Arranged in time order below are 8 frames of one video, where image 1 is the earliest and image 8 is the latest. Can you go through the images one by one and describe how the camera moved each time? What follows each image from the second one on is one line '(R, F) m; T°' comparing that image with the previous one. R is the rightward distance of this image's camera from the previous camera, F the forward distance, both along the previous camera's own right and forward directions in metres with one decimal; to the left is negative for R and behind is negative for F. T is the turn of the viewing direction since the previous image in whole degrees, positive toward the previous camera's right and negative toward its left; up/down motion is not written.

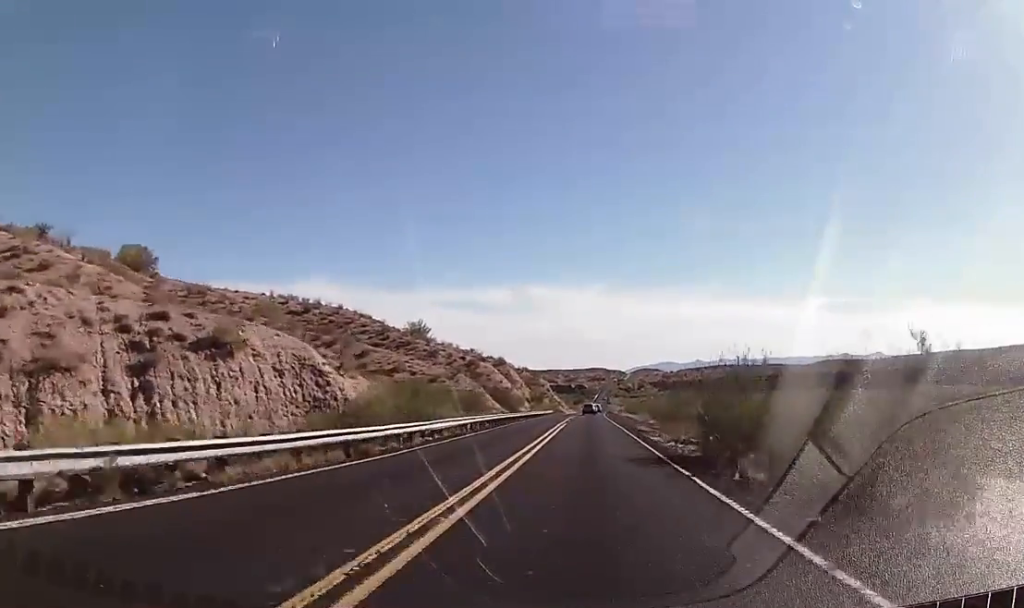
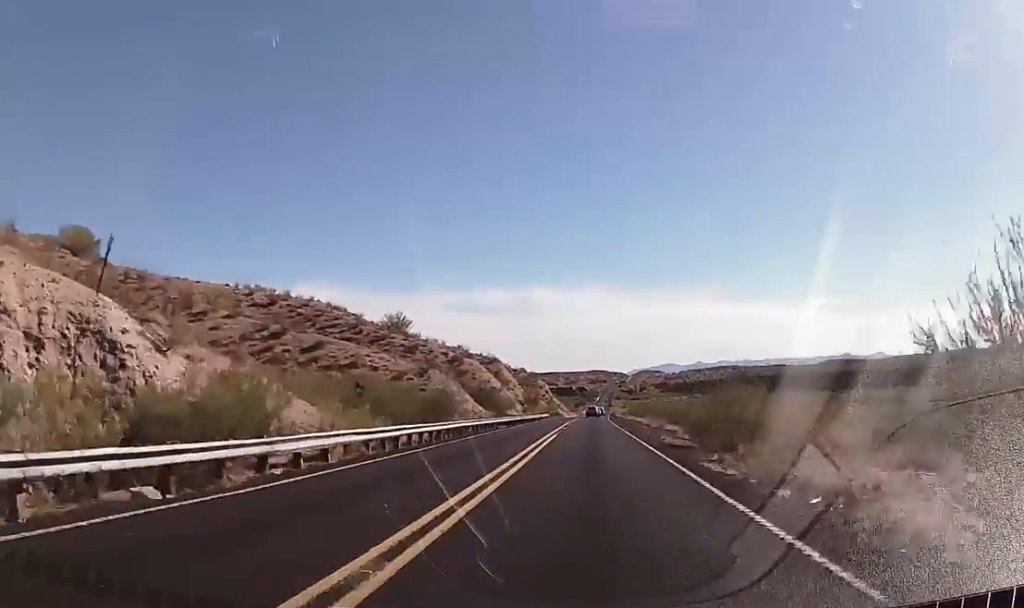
(-0.2, +15.8) m; 0°
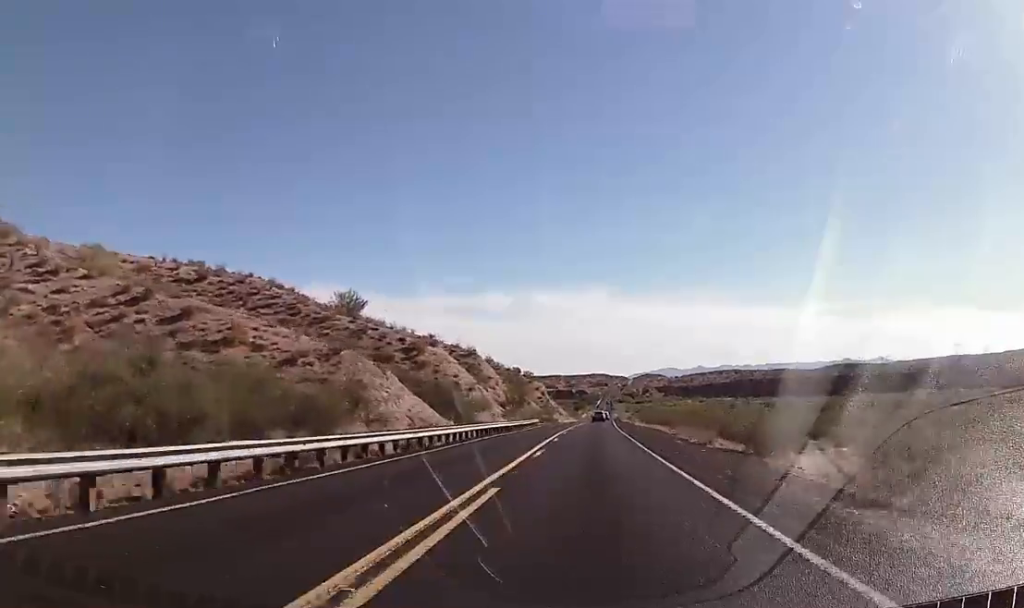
(+0.3, +25.2) m; +1°
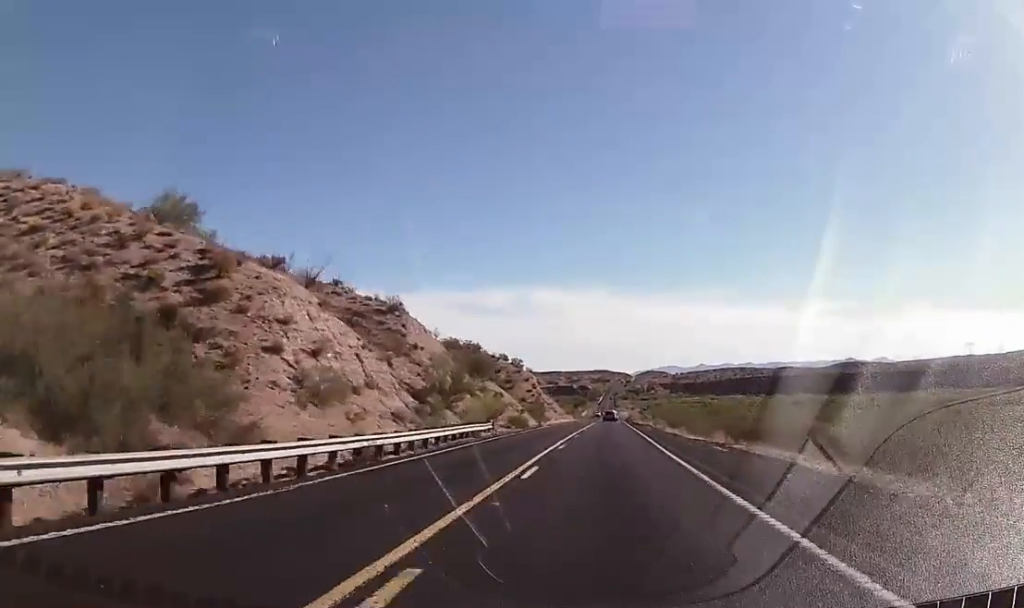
(-0.1, +43.9) m; 0°
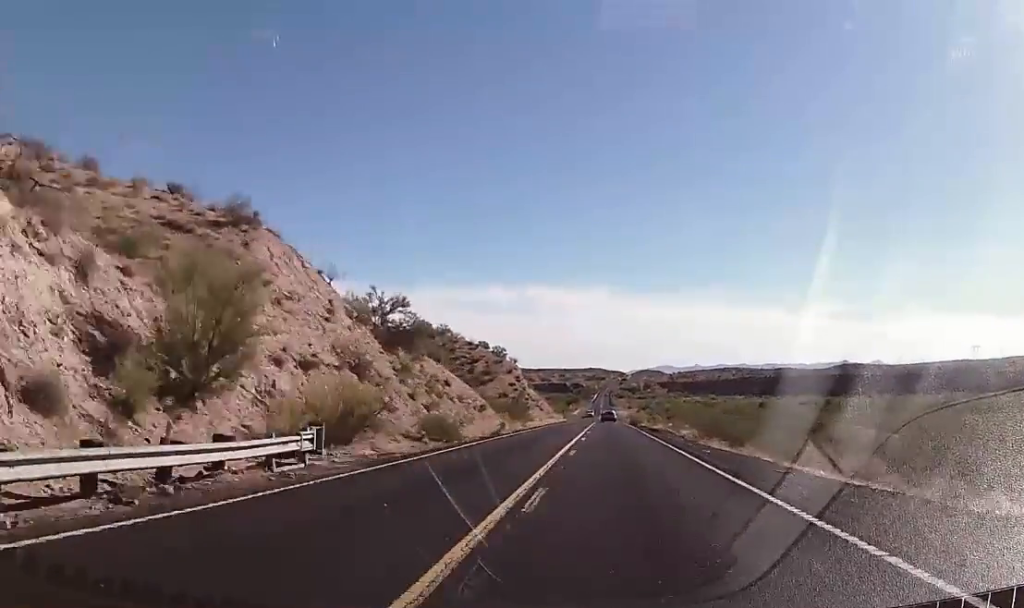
(-0.2, +29.3) m; +1°
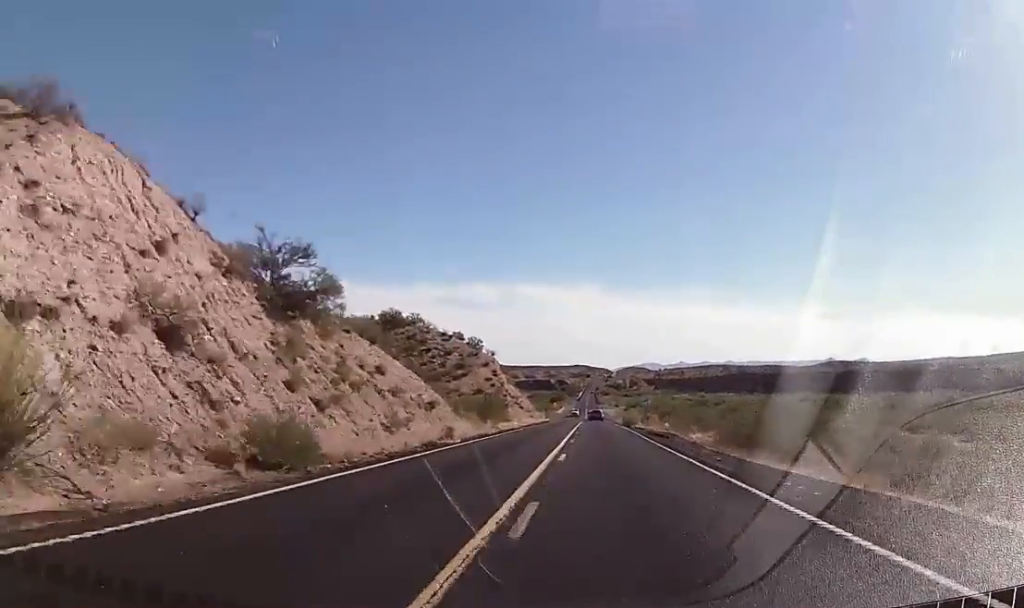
(+0.4, +14.6) m; 0°
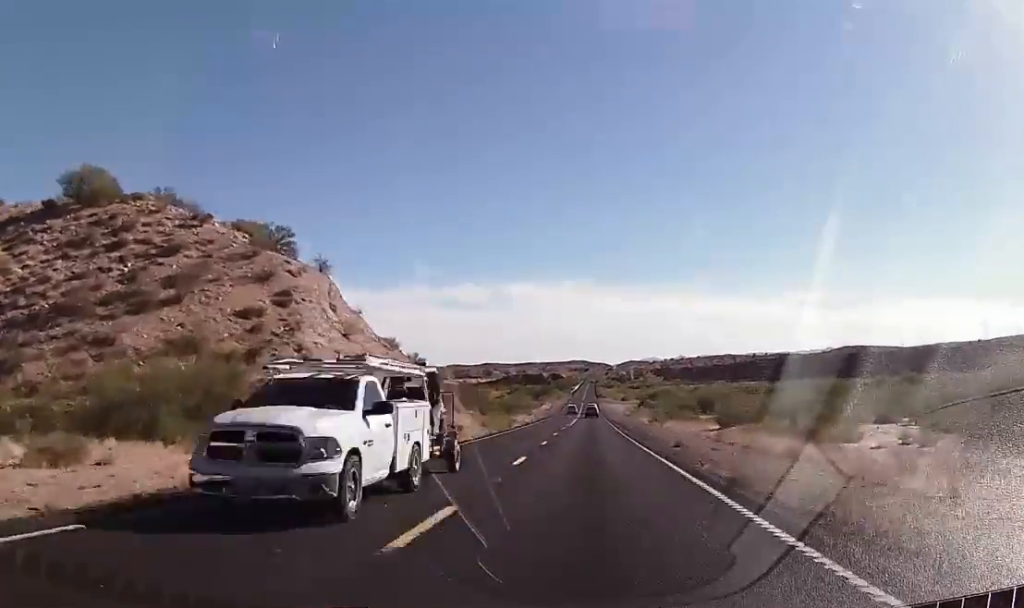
(+1.5, +96.6) m; +1°
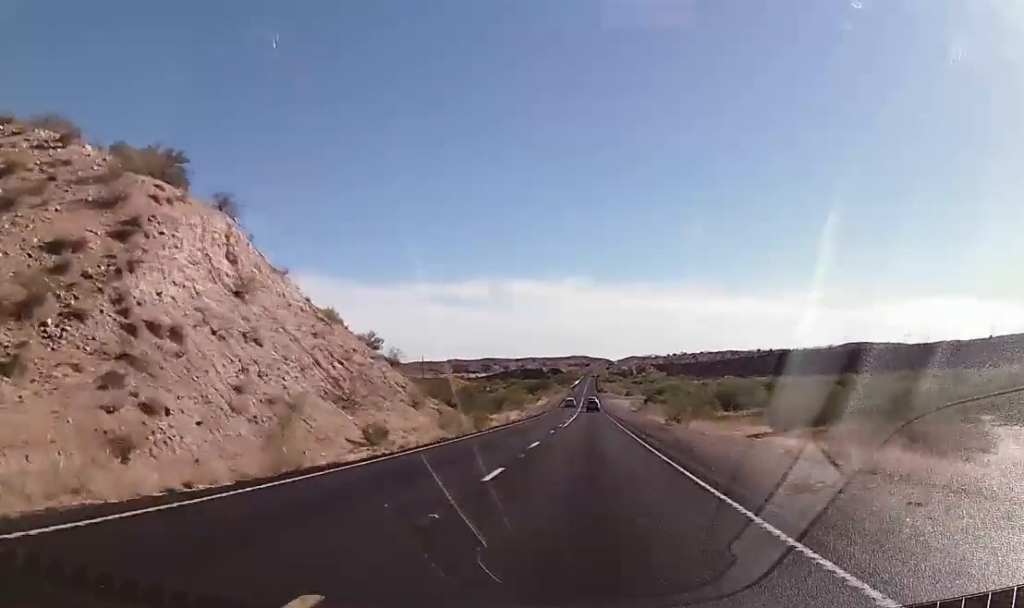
(-0.1, +16.7) m; -1°
